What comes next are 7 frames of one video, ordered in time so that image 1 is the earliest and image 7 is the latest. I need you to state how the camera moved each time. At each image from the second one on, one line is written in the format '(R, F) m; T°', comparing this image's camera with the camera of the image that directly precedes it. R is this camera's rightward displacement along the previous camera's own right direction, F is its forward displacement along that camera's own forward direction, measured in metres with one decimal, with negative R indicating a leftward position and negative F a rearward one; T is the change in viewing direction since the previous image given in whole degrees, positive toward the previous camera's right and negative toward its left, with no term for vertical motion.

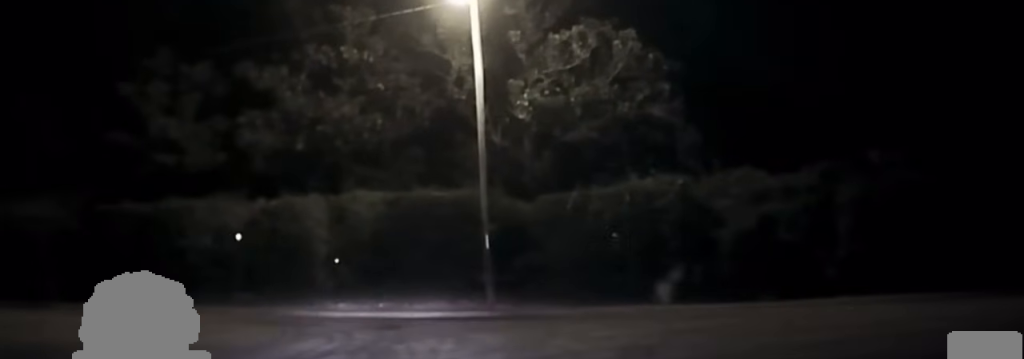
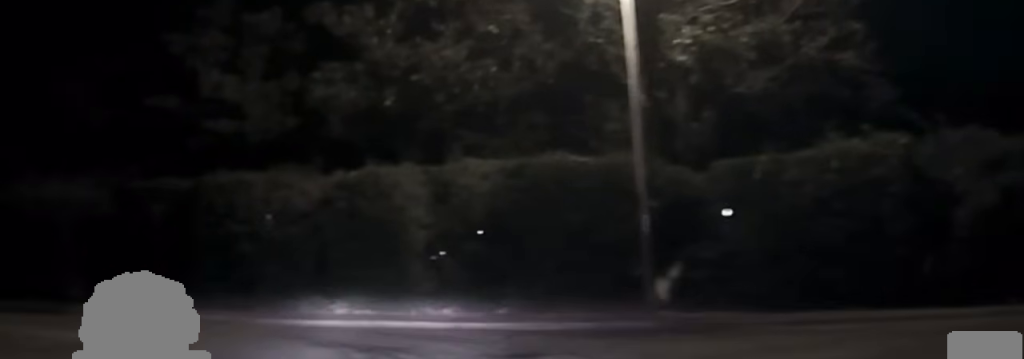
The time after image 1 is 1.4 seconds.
(-0.4, +8.5) m; -12°
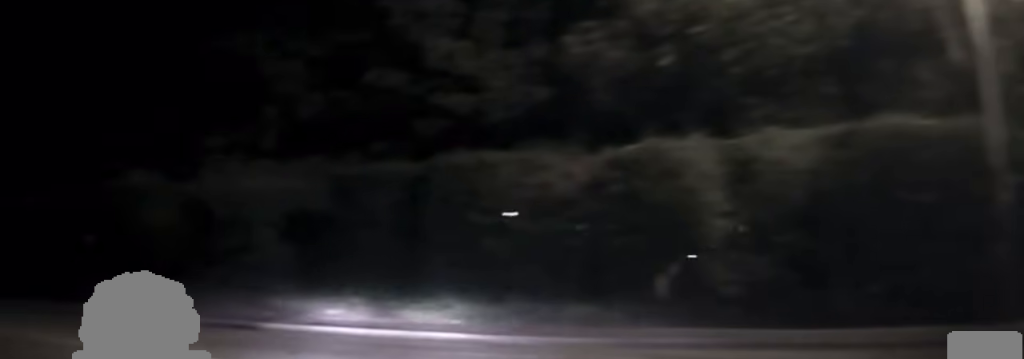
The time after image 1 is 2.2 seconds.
(-0.7, +4.5) m; -27°
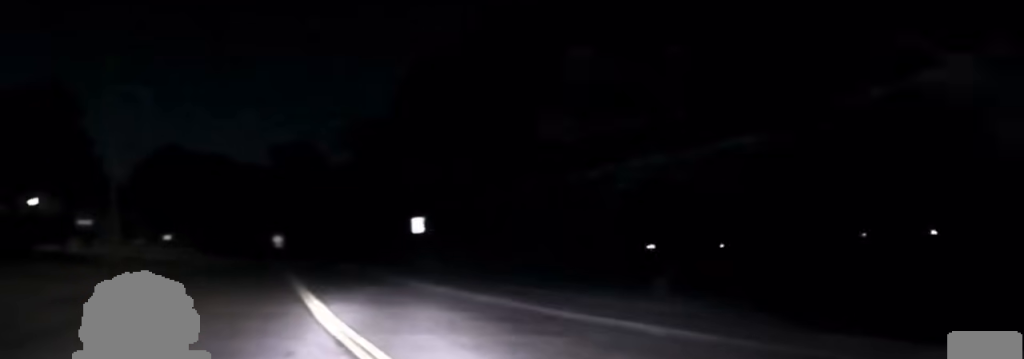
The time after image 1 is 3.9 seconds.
(-4.2, +10.1) m; -28°
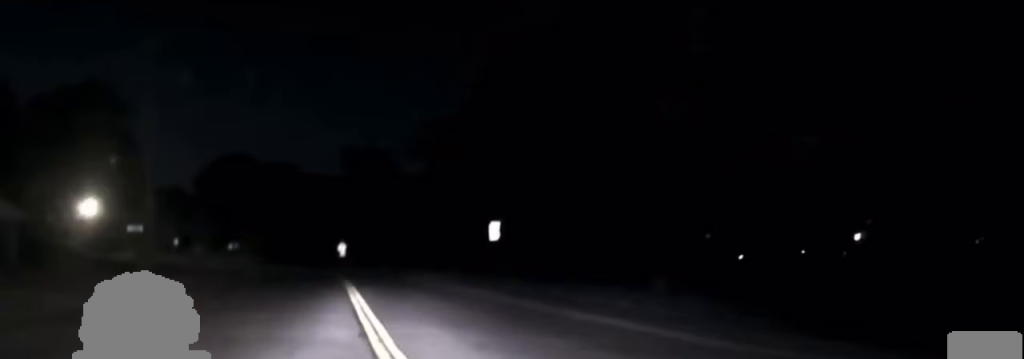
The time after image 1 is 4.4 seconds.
(0.0, +3.7) m; -1°
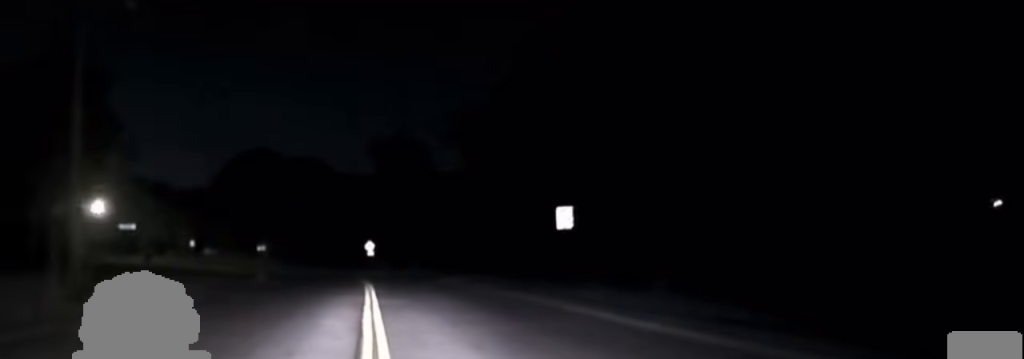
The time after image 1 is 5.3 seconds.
(-0.1, +9.9) m; -2°
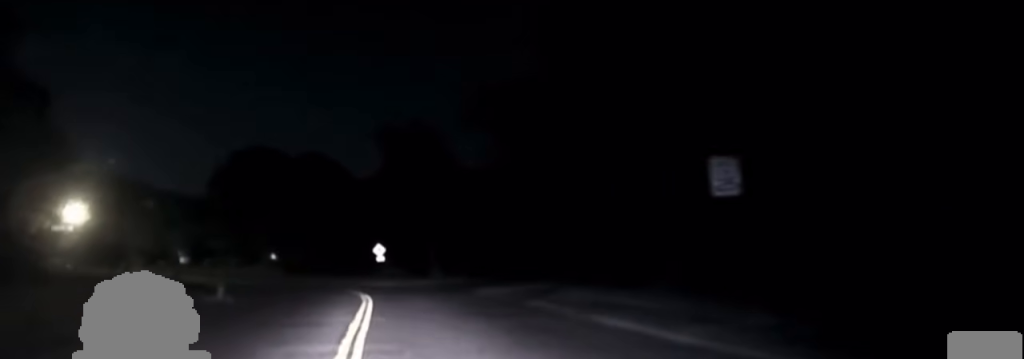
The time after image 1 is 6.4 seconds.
(-0.3, +15.7) m; -1°
